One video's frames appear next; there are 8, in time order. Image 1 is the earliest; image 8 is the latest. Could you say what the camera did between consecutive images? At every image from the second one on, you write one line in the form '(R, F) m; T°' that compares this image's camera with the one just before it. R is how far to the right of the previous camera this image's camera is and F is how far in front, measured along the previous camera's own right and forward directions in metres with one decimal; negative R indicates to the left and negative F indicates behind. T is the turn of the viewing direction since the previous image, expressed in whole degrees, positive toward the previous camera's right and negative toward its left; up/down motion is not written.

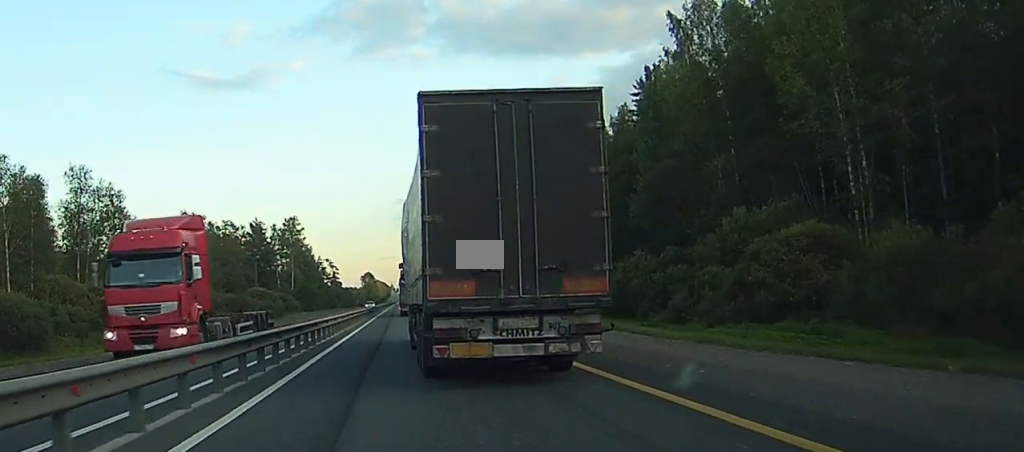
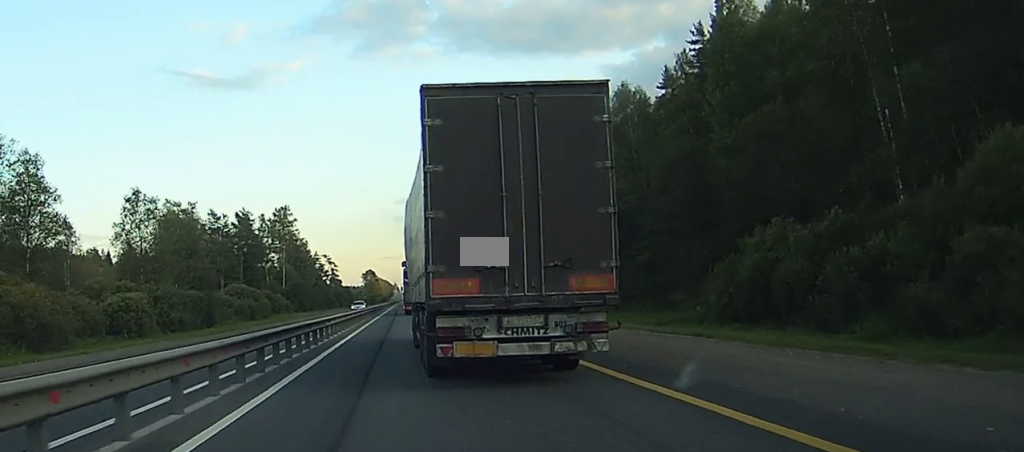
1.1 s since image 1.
(0.0, +27.7) m; 0°
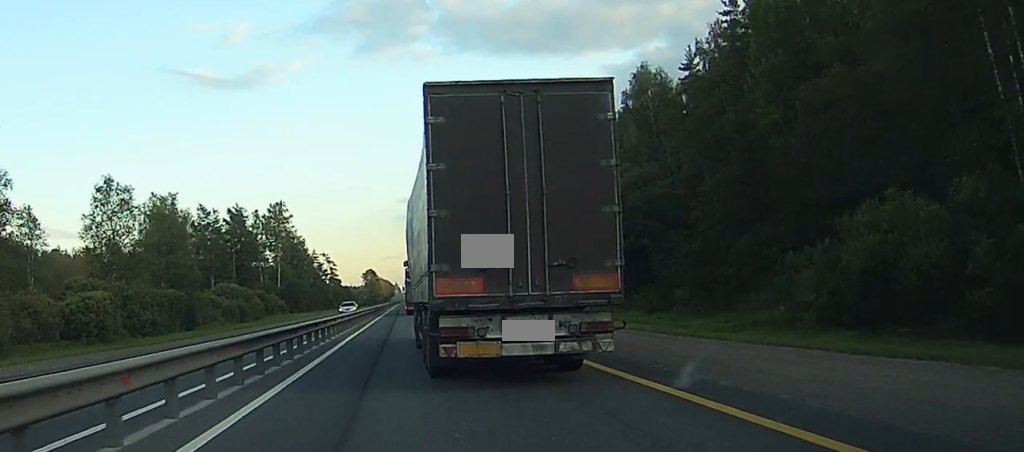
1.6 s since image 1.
(0.0, +10.5) m; 0°
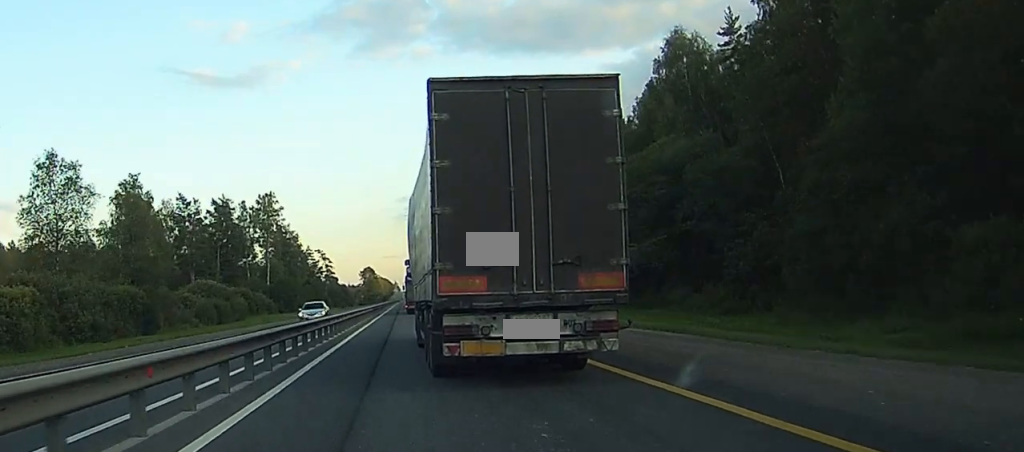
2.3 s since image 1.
(0.0, +12.8) m; 0°
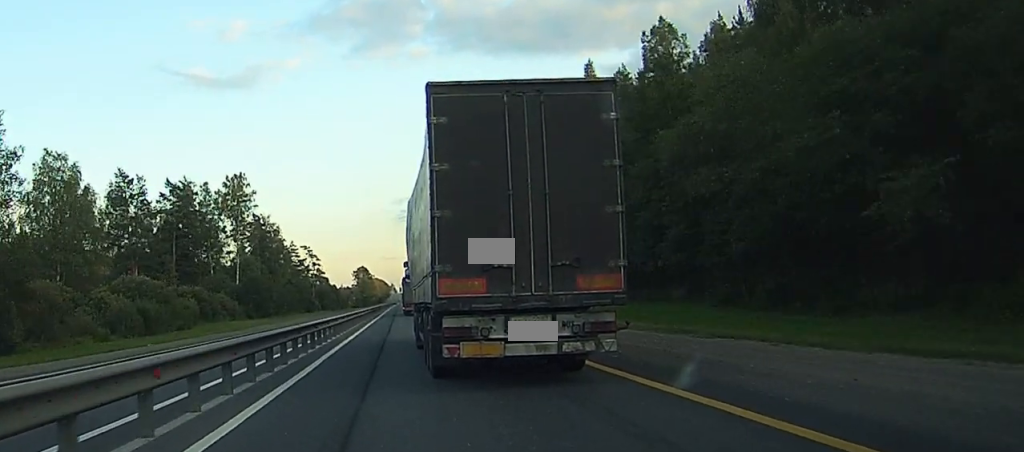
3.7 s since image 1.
(0.0, +25.2) m; 0°
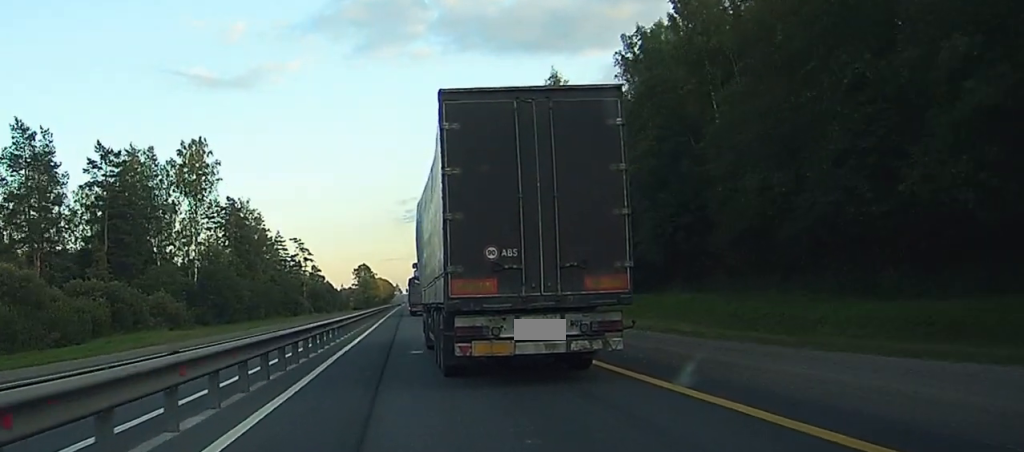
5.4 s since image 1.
(0.0, +32.9) m; -1°
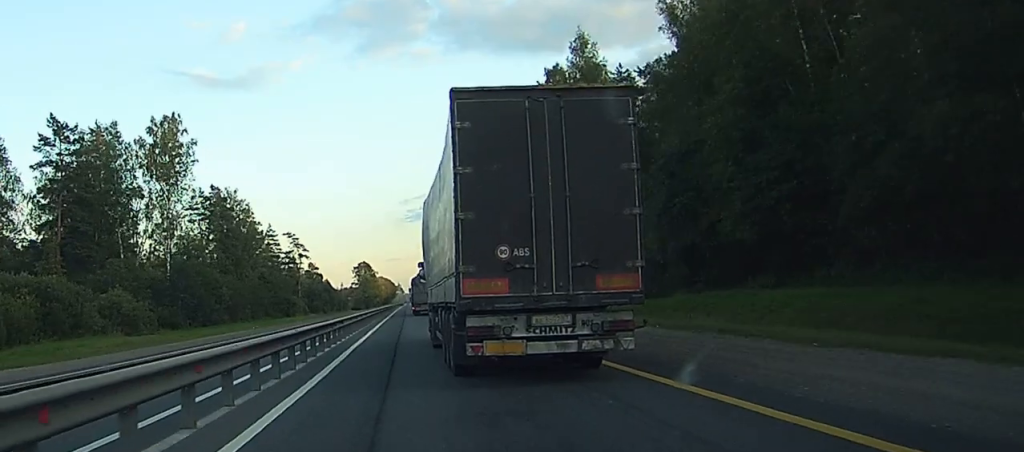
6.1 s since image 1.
(-0.1, +17.2) m; 0°
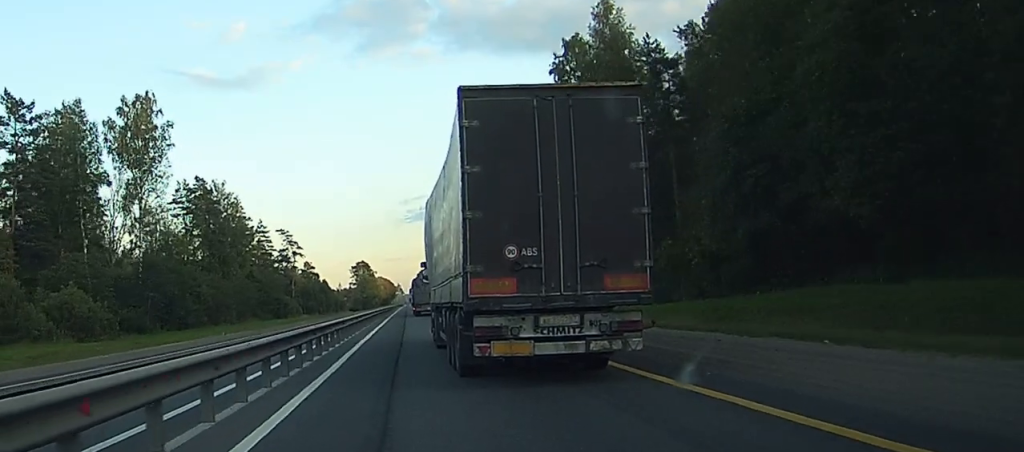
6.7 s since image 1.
(0.0, +13.2) m; 0°
